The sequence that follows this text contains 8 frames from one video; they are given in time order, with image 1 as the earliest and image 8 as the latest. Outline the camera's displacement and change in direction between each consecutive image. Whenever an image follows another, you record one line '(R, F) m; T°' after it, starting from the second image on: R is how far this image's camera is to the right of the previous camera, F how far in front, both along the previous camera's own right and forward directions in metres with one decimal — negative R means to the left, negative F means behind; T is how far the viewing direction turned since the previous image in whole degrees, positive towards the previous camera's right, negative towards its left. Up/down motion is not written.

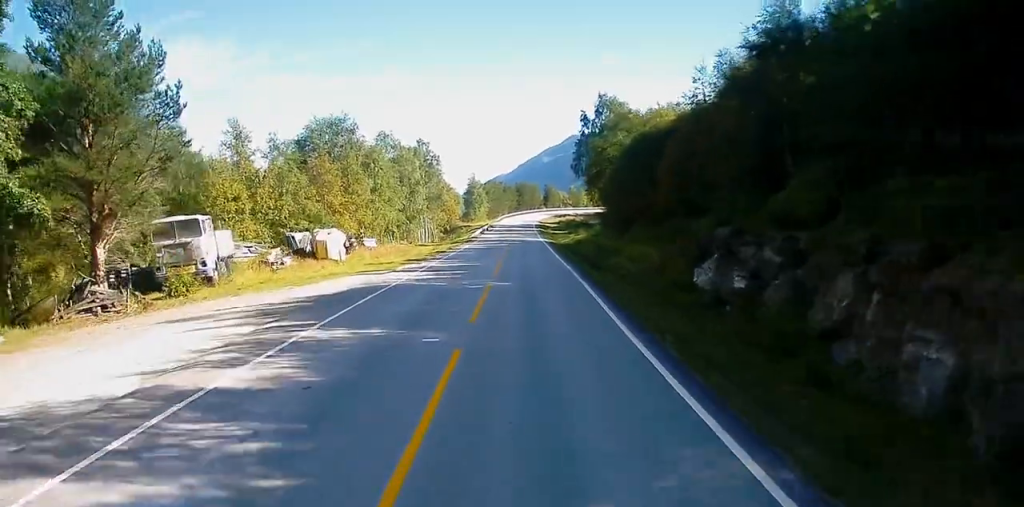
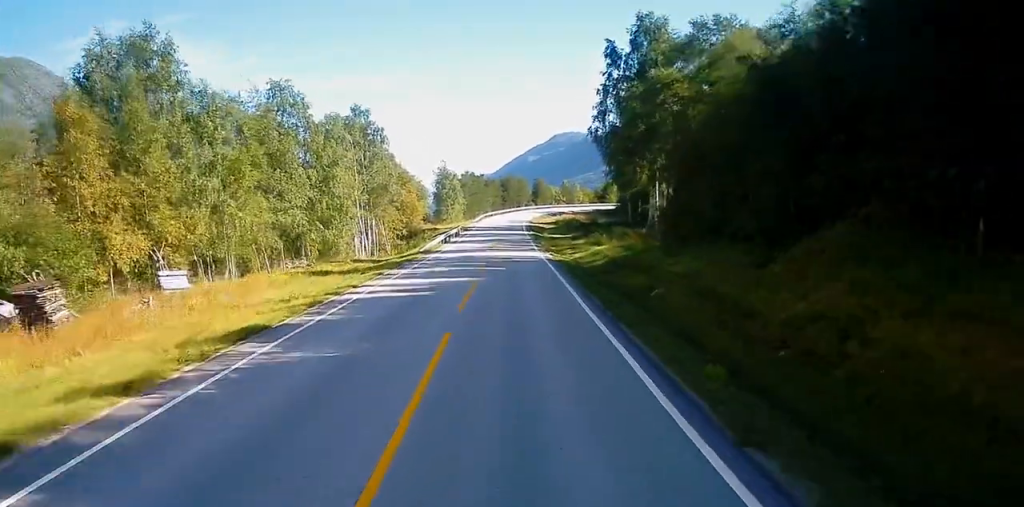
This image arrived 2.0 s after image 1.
(+0.7, +34.0) m; +1°
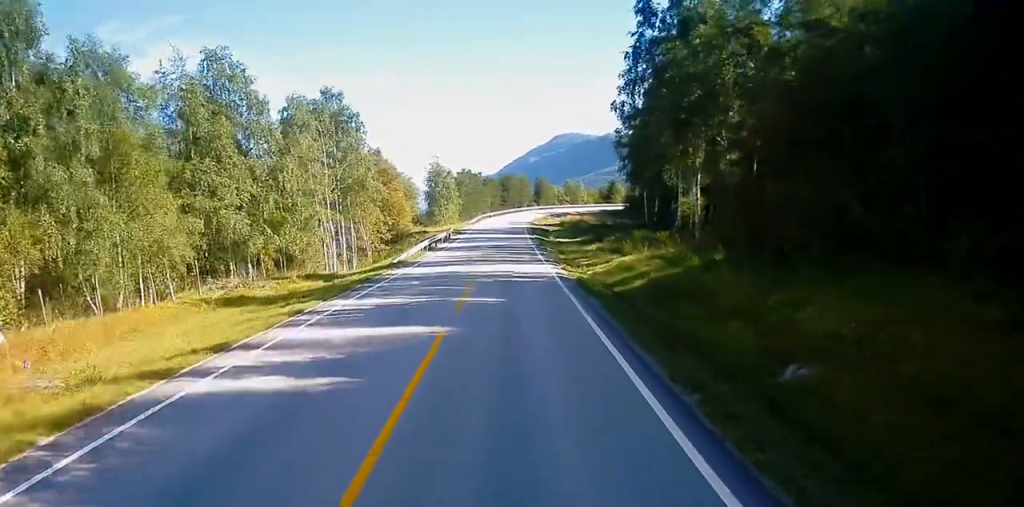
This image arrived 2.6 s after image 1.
(-0.2, +11.8) m; -1°
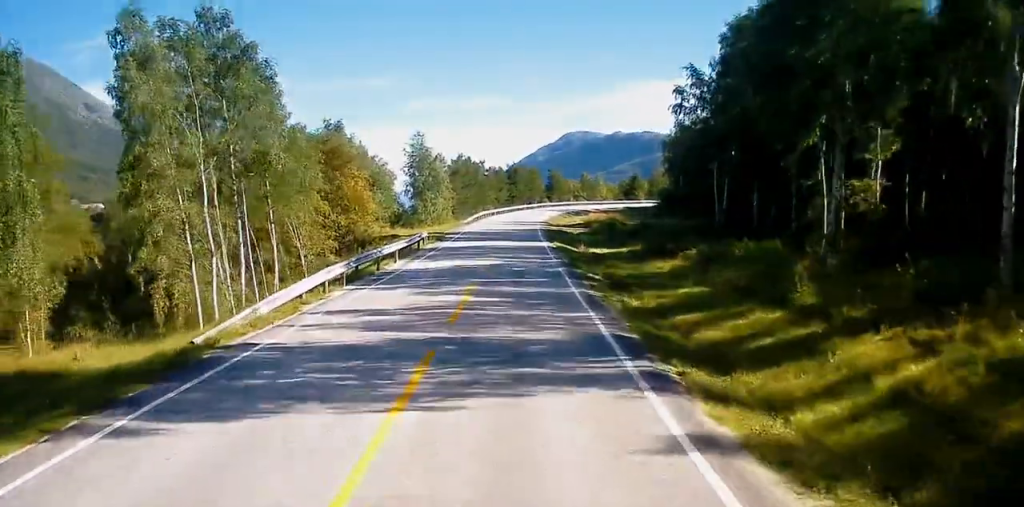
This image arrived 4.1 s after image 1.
(-0.1, +26.2) m; 0°
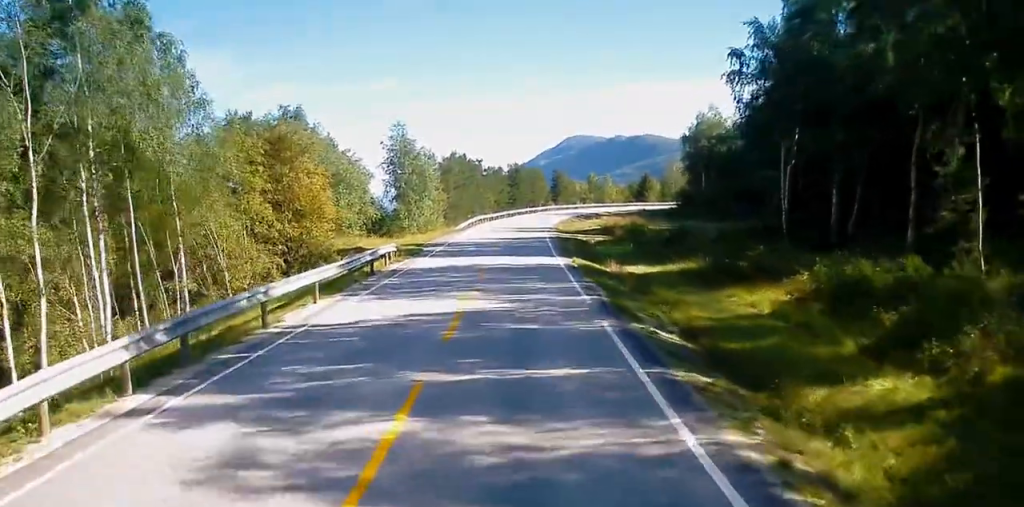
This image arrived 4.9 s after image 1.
(0.0, +14.1) m; +1°
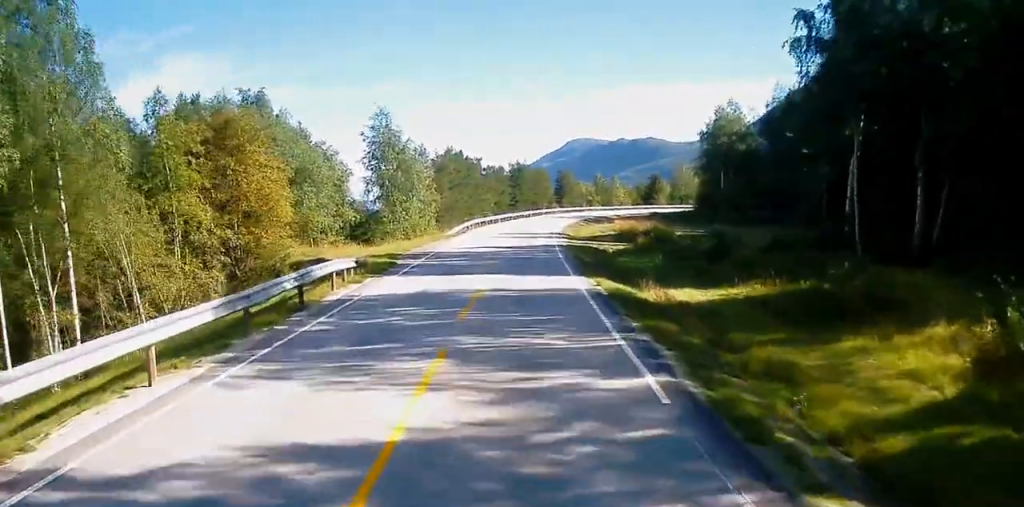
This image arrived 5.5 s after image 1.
(0.0, +9.5) m; +1°
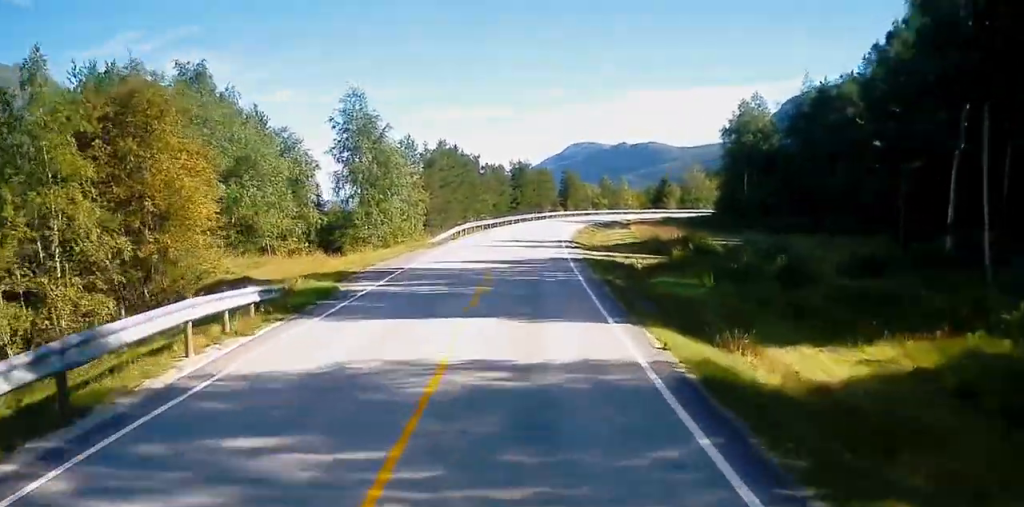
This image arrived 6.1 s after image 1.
(+0.2, +10.1) m; +4°
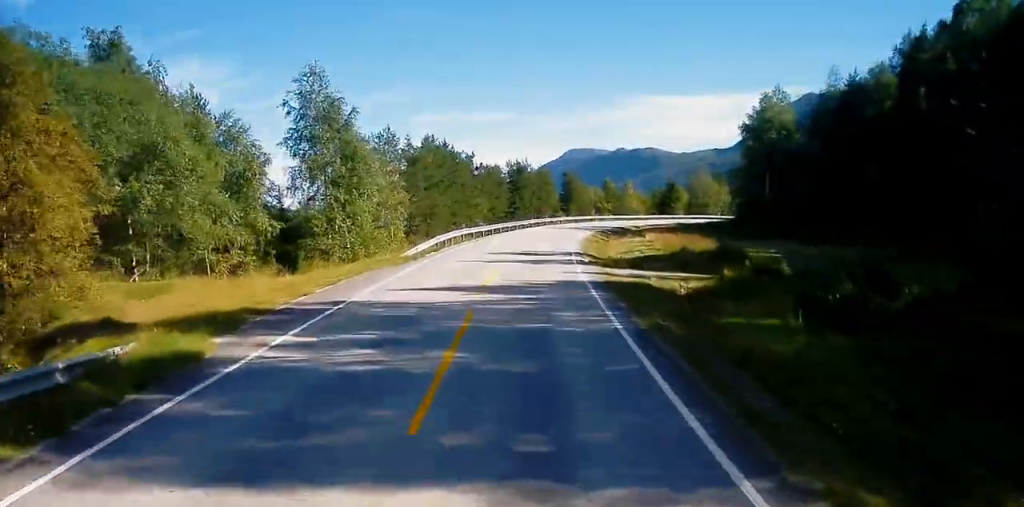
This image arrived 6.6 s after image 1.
(-0.3, +9.2) m; +4°
